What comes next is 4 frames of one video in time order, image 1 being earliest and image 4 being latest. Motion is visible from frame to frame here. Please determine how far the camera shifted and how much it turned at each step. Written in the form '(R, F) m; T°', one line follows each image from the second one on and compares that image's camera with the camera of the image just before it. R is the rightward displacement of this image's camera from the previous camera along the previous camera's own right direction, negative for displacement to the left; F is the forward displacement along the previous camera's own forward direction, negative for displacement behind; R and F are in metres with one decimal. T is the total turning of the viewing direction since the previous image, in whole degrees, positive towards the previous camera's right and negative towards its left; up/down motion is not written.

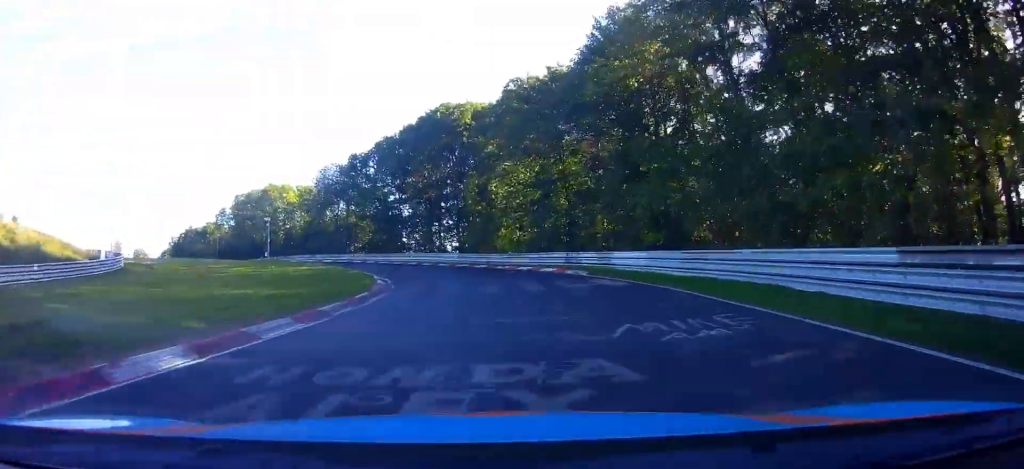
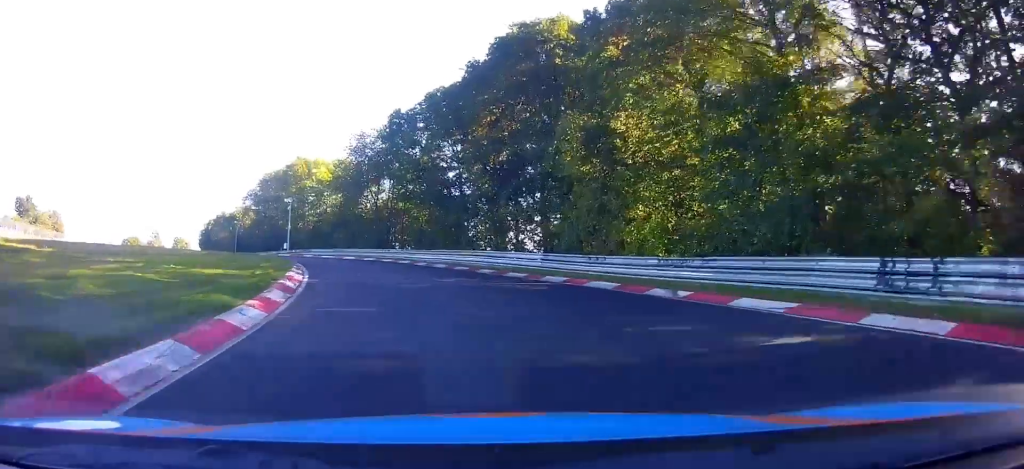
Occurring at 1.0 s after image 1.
(+1.4, +24.2) m; +7°
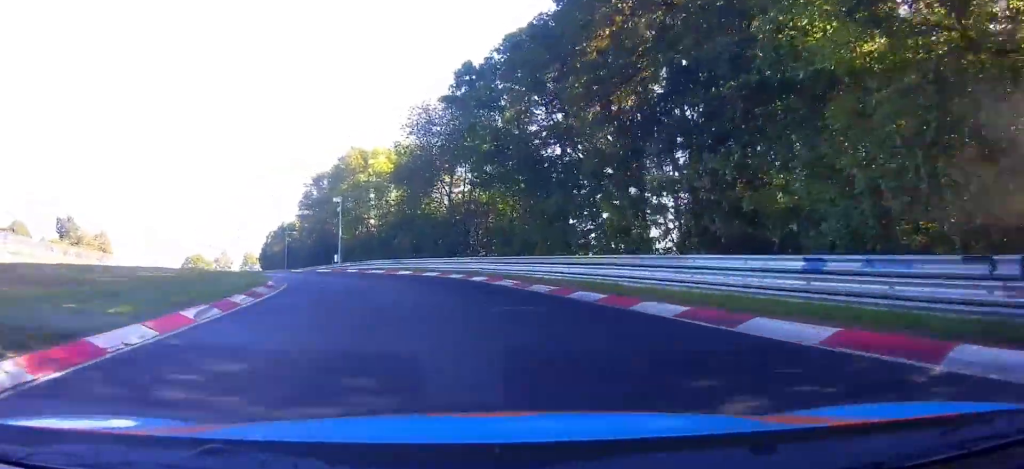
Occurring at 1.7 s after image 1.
(+0.8, +18.3) m; +5°
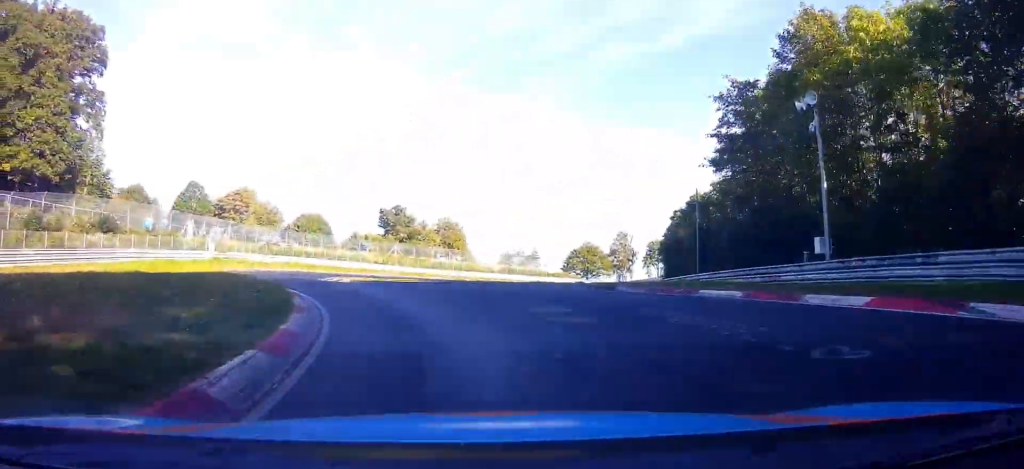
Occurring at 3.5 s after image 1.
(+2.2, +38.0) m; +2°
